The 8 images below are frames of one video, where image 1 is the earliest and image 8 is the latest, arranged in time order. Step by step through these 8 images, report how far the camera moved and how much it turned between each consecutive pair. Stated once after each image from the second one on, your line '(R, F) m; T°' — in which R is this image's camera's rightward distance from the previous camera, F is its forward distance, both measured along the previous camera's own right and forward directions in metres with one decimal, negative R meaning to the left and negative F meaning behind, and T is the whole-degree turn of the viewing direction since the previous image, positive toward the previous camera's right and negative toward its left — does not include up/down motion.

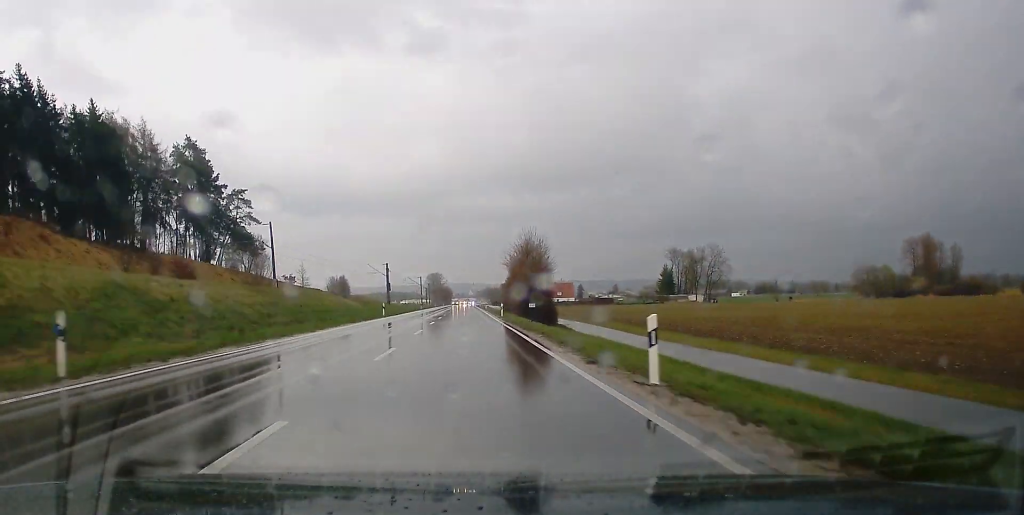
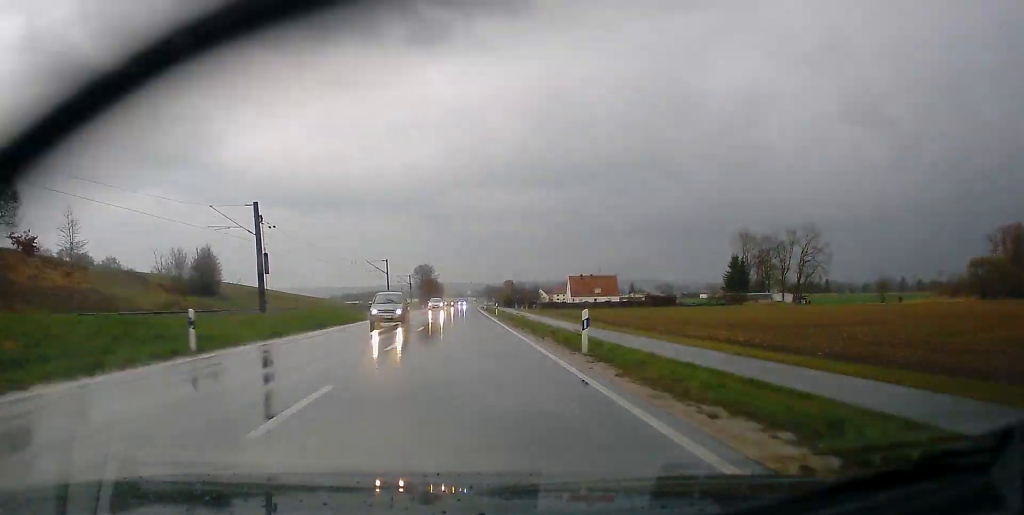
(+0.2, +91.9) m; 0°
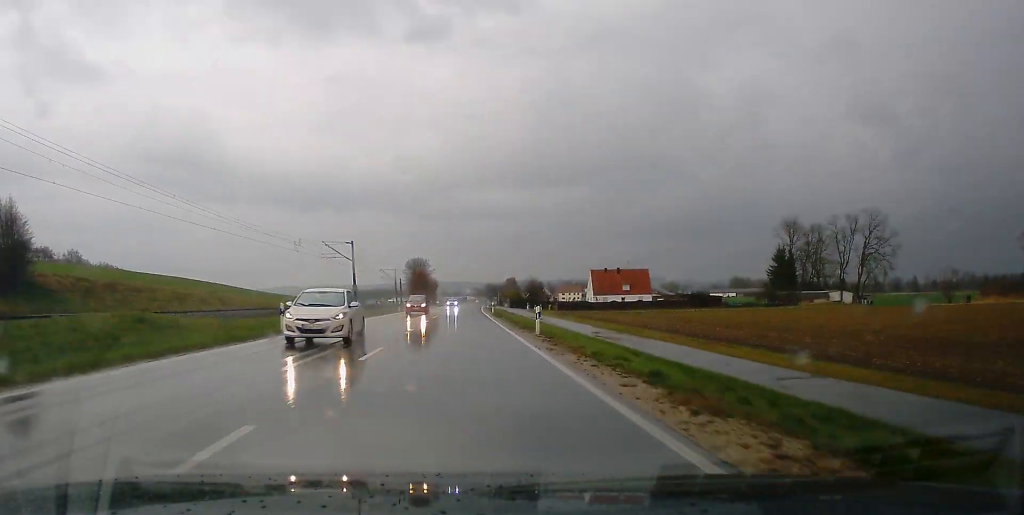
(-0.1, +38.0) m; 0°
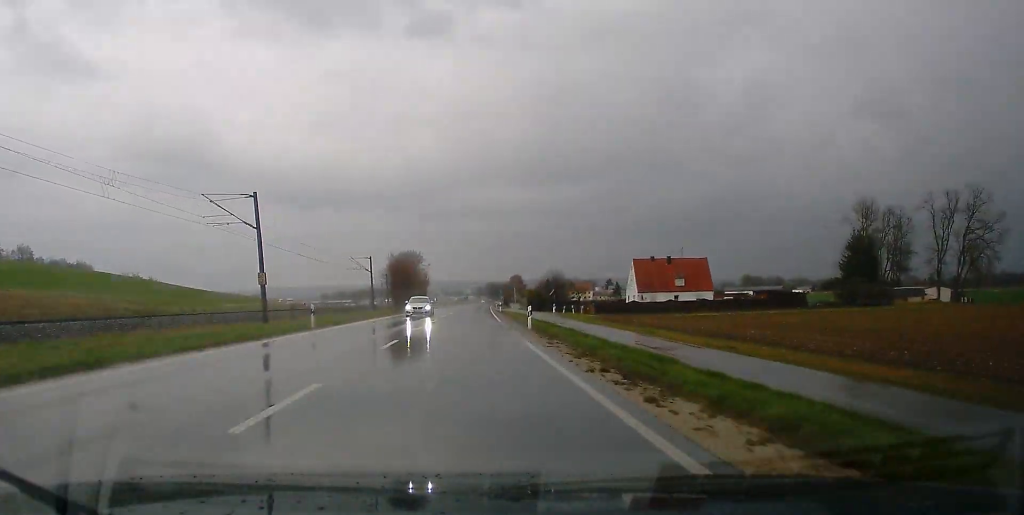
(+0.2, +43.4) m; 0°
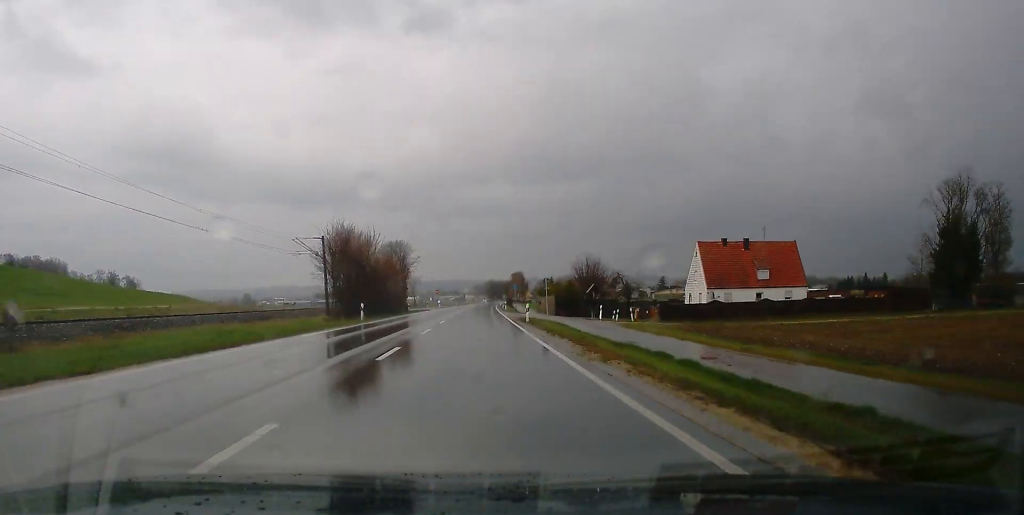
(+0.2, +39.7) m; +1°
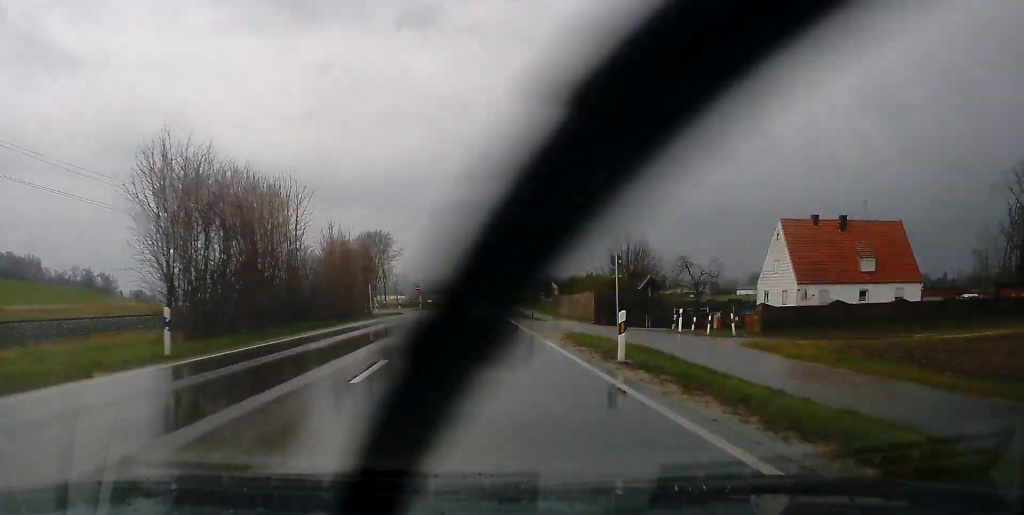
(0.0, +29.3) m; 0°
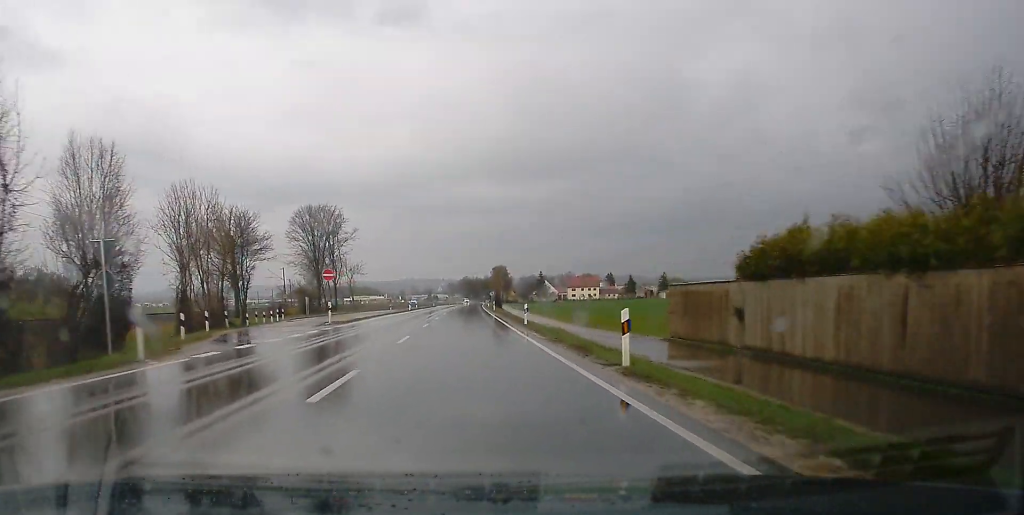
(+0.4, +50.4) m; 0°
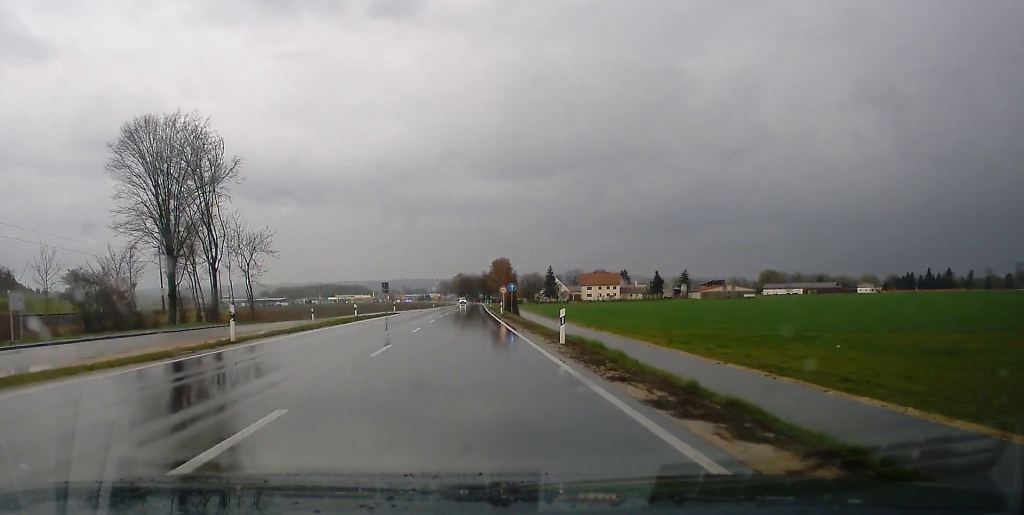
(+0.3, +65.0) m; +1°
